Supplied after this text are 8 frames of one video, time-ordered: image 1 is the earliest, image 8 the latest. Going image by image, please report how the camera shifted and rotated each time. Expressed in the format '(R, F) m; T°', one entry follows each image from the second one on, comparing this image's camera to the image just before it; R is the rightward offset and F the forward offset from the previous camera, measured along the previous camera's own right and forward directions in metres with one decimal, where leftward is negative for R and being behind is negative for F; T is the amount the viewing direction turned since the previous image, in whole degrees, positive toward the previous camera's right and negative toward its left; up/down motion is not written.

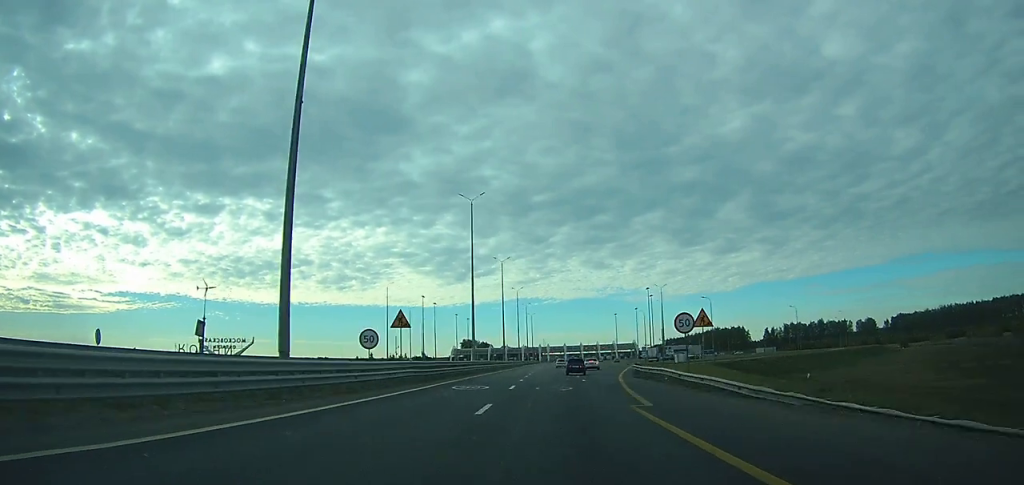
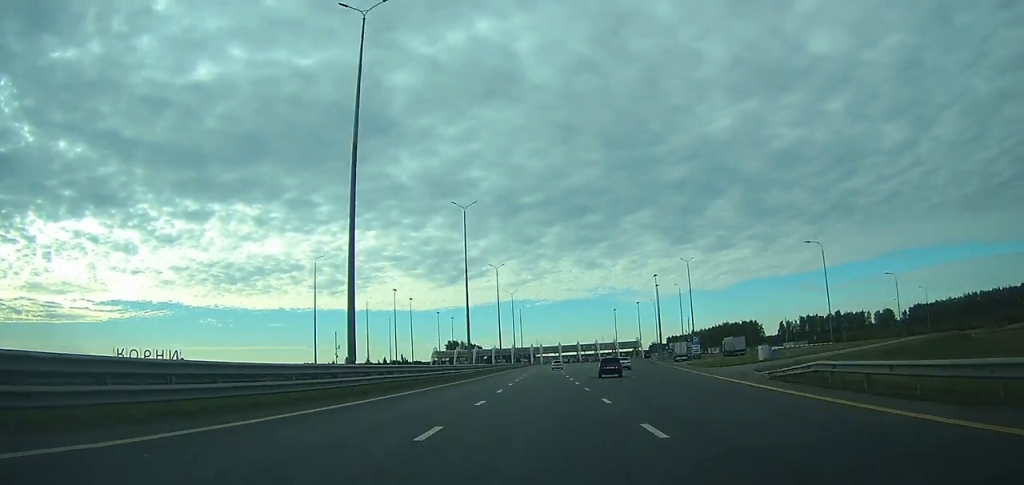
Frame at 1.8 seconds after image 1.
(+0.6, +43.2) m; +1°
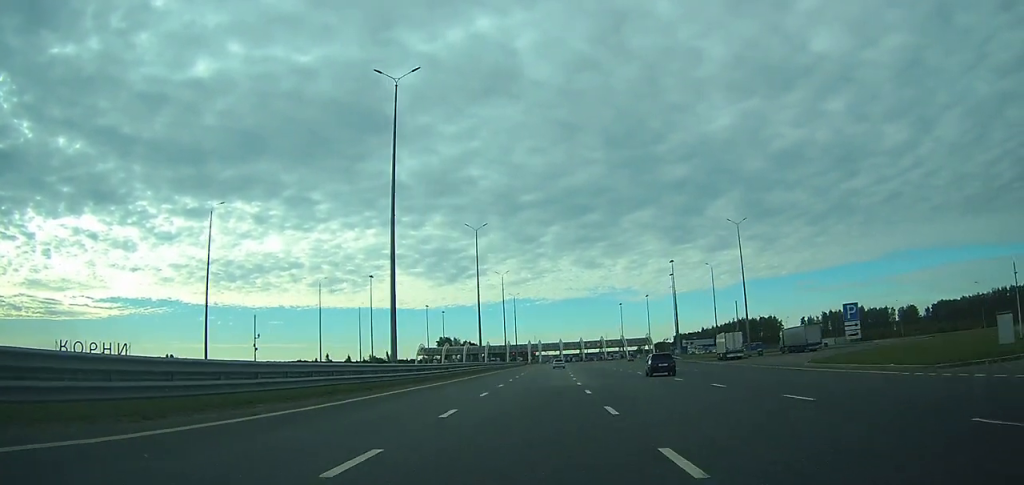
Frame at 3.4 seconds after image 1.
(+0.2, +34.9) m; 0°
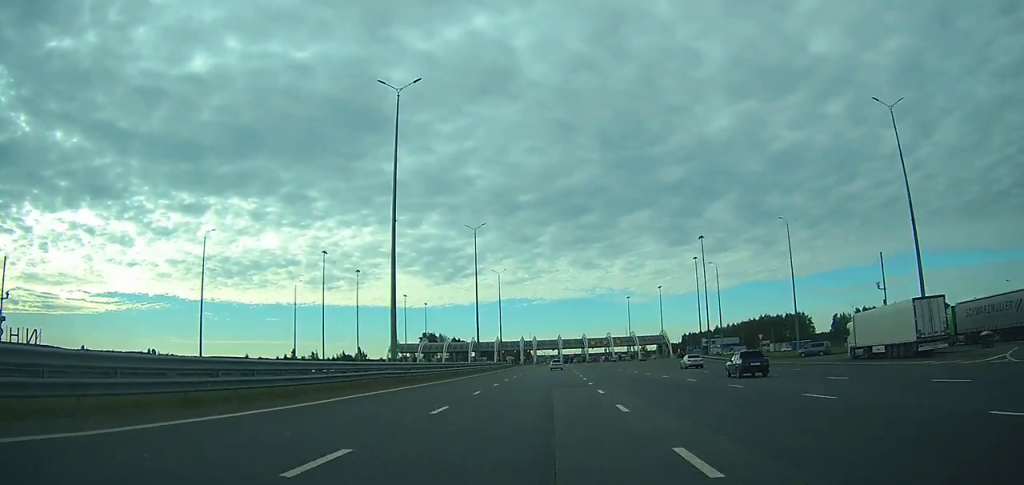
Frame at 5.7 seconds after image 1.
(+0.1, +45.6) m; 0°
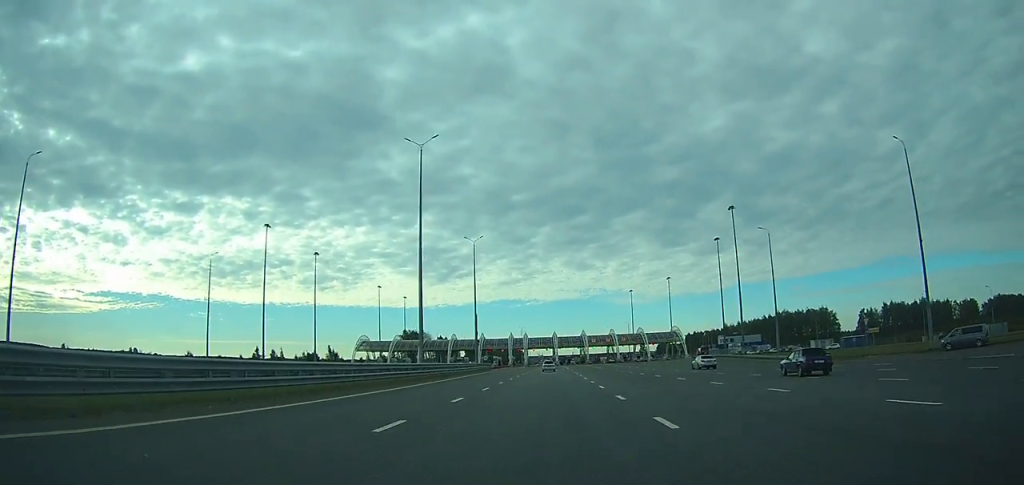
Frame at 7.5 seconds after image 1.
(+0.1, +36.8) m; +1°
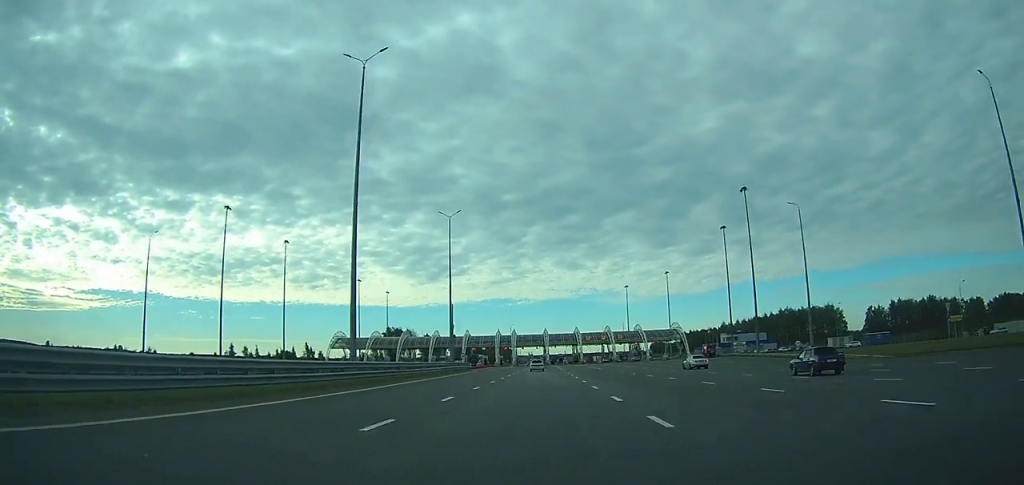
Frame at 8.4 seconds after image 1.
(-0.1, +17.0) m; +1°
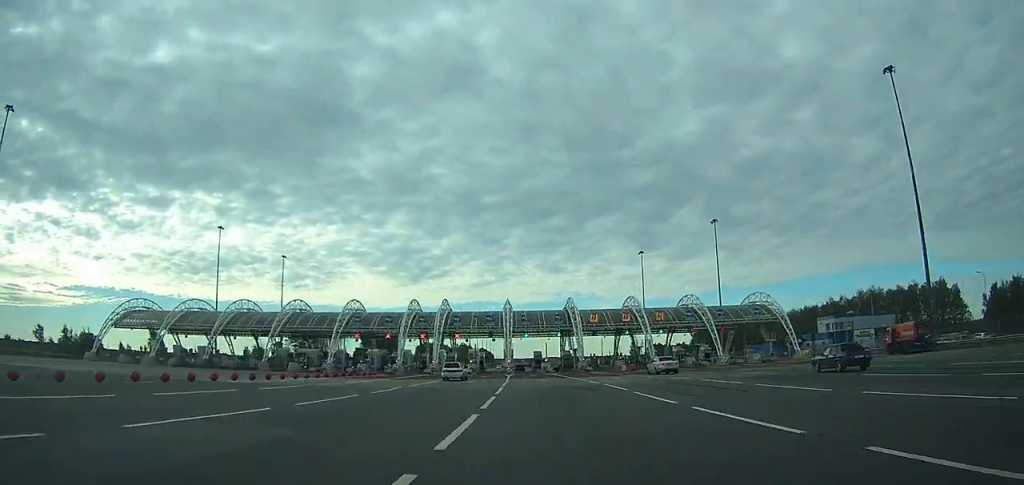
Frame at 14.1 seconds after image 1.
(+3.5, +95.6) m; +2°
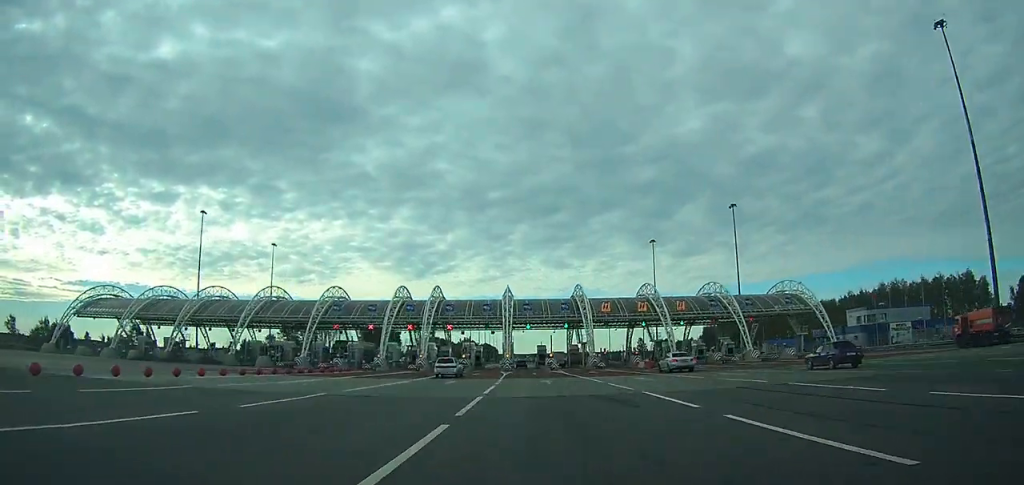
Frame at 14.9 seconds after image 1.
(-0.1, +10.0) m; 0°
